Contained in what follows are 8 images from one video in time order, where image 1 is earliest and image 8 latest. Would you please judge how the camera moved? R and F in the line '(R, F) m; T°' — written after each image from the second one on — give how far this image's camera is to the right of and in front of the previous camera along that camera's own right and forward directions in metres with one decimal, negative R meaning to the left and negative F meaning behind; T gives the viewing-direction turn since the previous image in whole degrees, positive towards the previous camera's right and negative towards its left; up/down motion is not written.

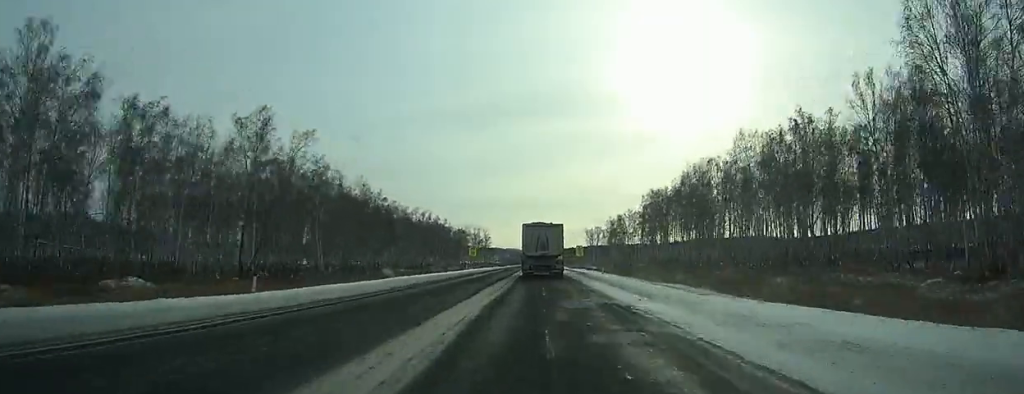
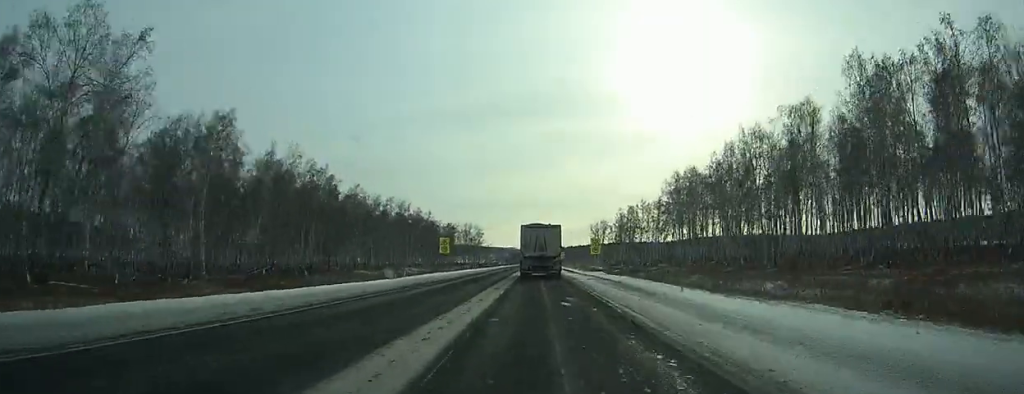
(0.0, +27.6) m; 0°
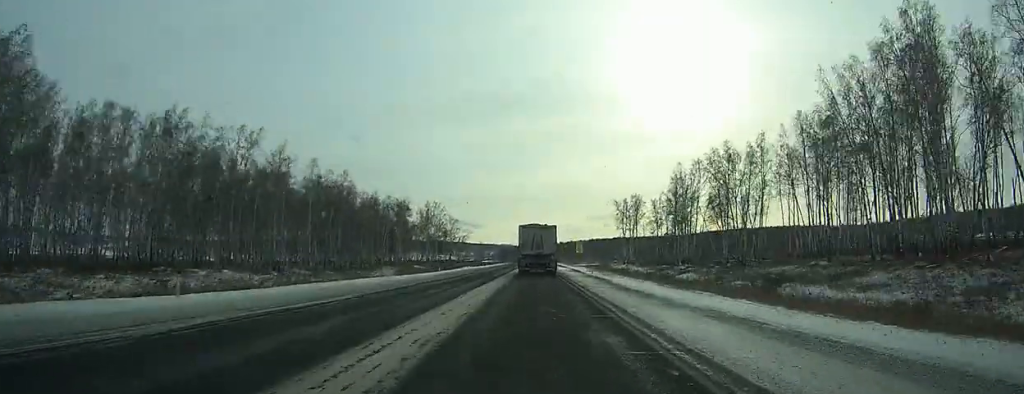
(-0.1, +74.5) m; 0°
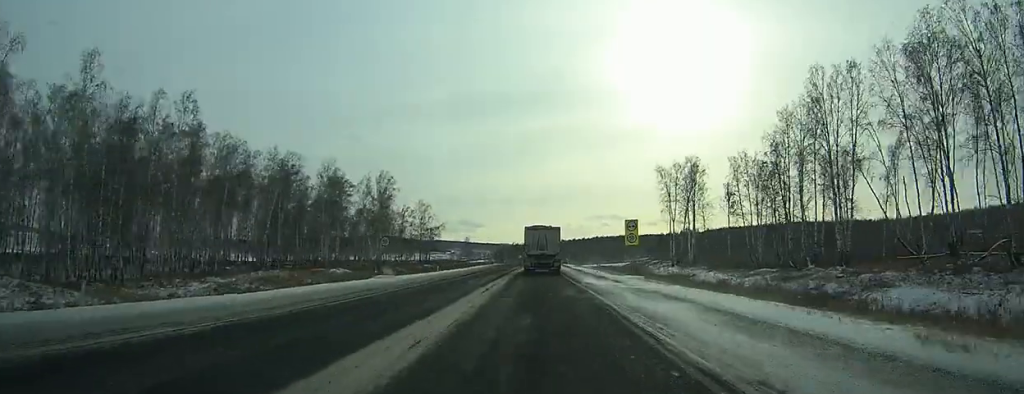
(+0.3, +47.5) m; 0°
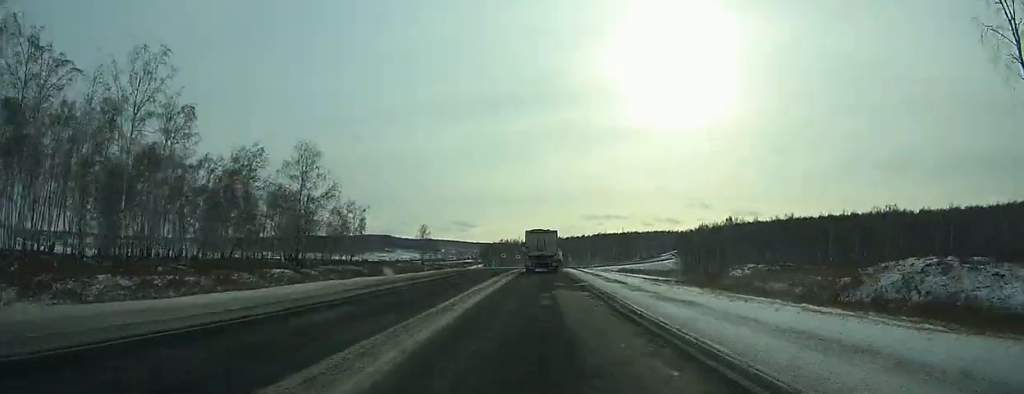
(+0.4, +73.6) m; +1°
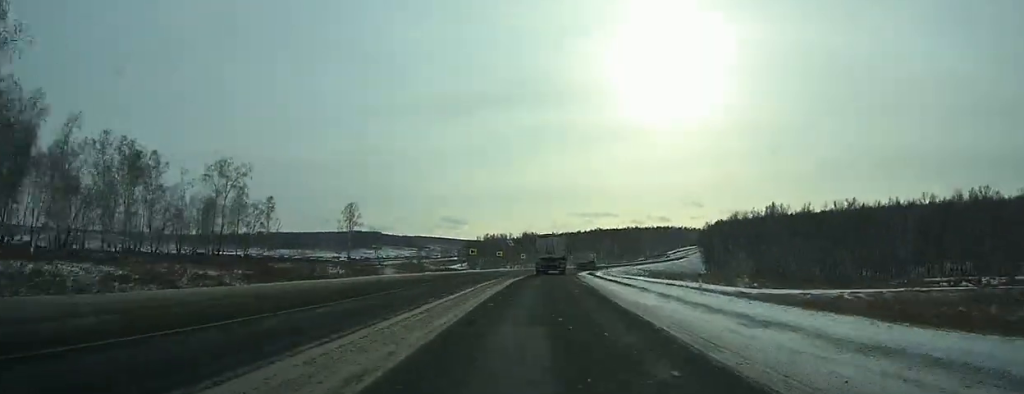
(+0.2, +48.7) m; +1°
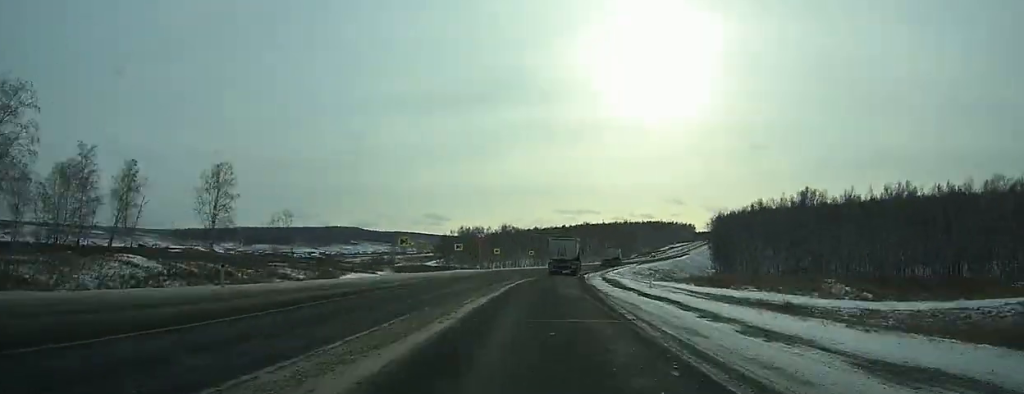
(+0.6, +32.2) m; +3°
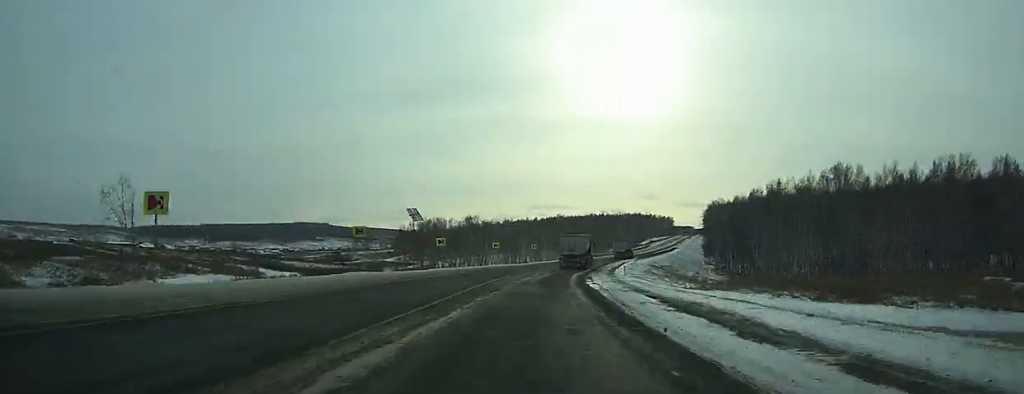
(+0.6, +27.5) m; +3°
